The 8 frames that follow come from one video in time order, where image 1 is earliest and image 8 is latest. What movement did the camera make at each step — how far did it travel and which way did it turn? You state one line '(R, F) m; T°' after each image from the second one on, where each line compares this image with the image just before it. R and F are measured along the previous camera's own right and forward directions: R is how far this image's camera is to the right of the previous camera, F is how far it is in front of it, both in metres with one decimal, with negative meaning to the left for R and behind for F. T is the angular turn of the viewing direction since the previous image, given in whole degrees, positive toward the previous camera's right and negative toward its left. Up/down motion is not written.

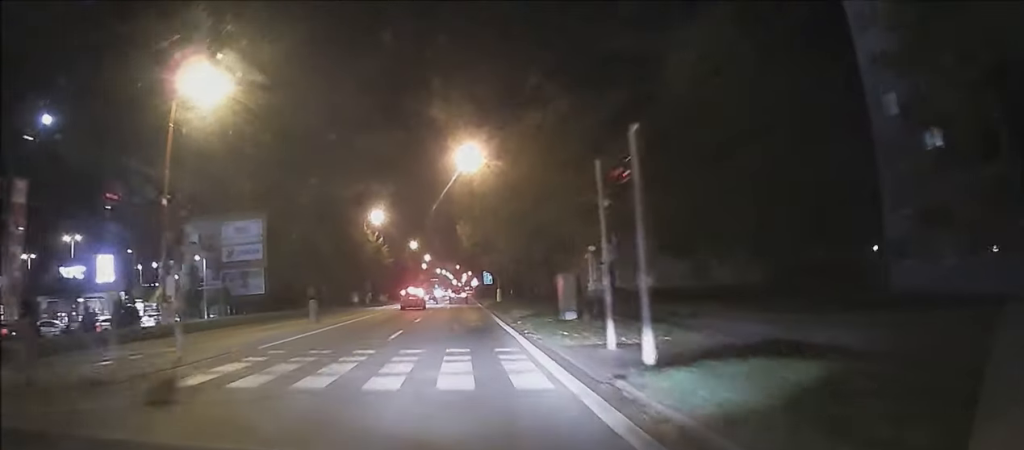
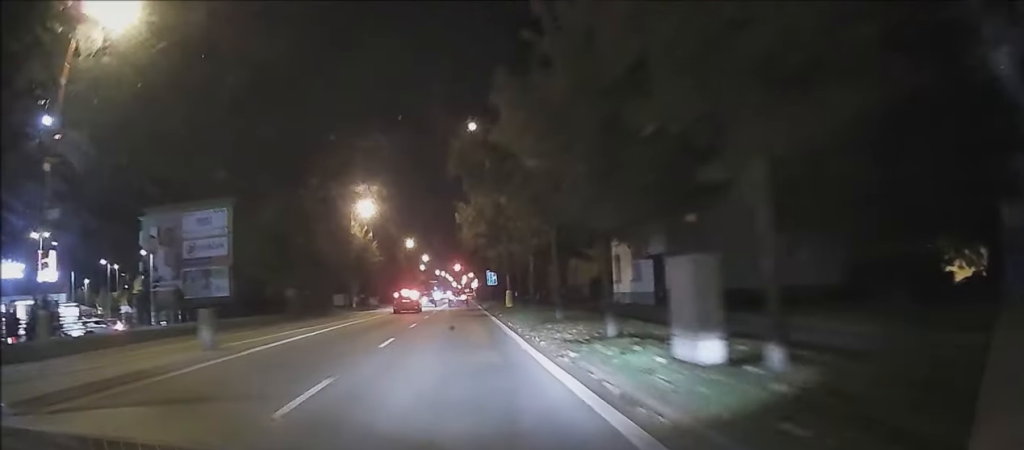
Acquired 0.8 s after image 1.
(0.0, +11.1) m; 0°
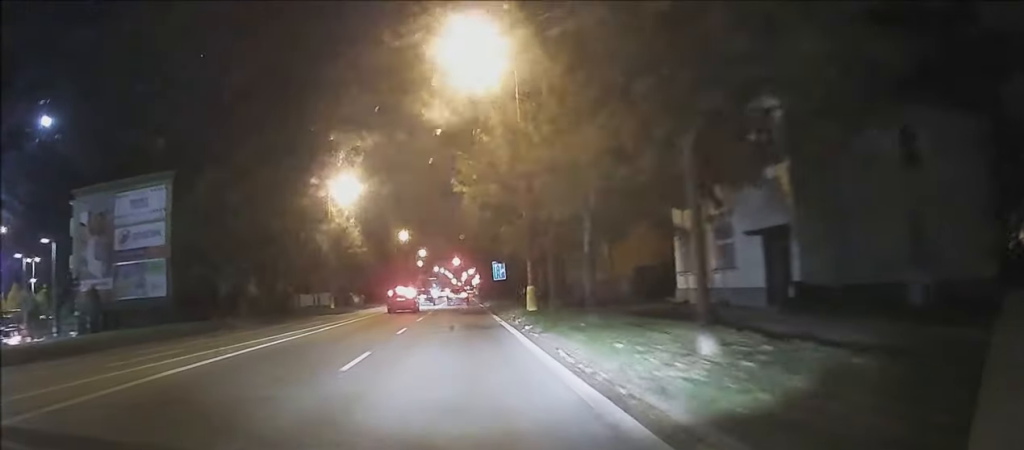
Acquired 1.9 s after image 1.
(0.0, +14.3) m; -2°
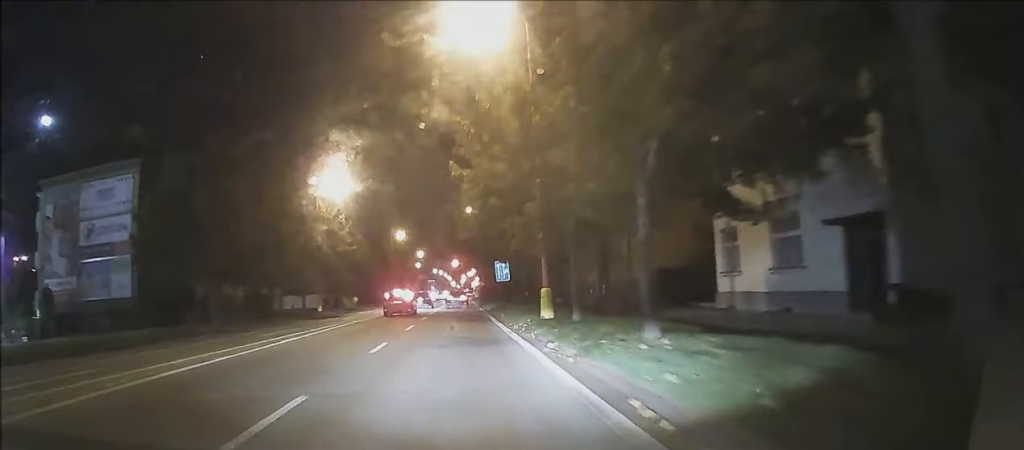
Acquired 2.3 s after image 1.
(+0.2, +5.8) m; -2°
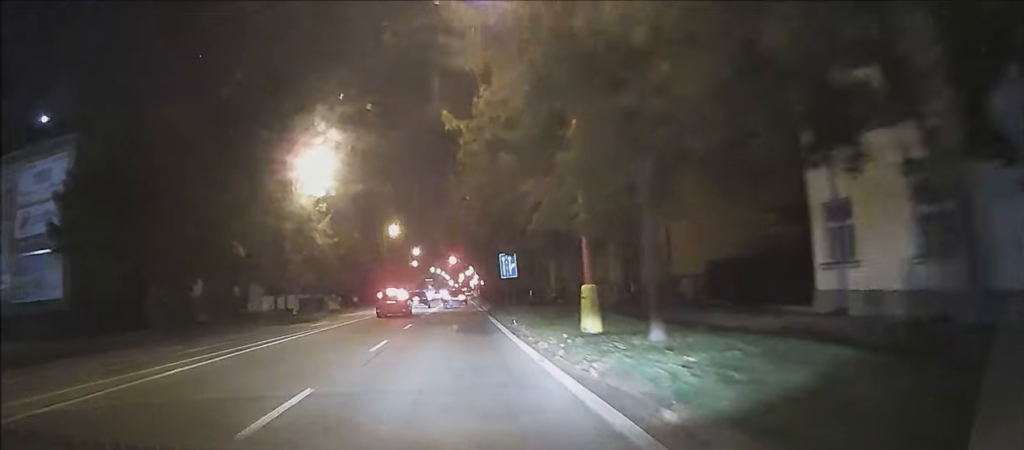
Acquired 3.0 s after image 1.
(-0.6, +8.5) m; 0°
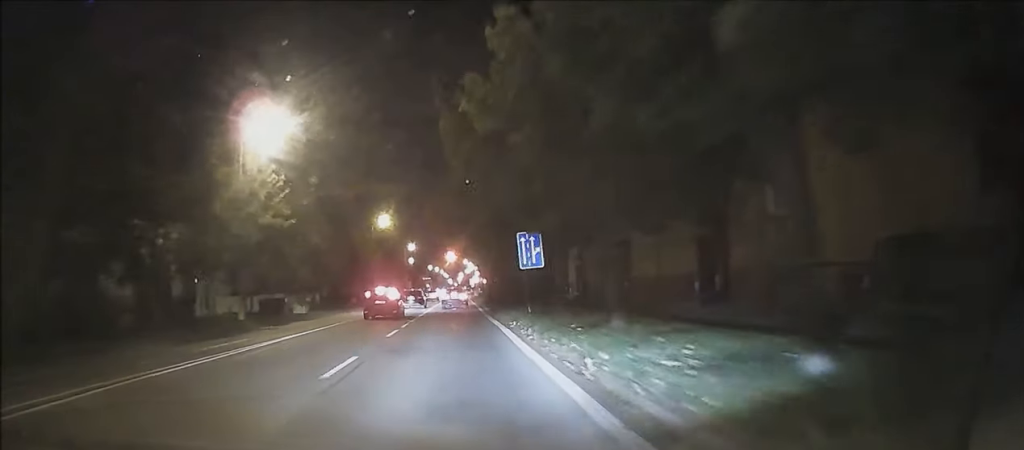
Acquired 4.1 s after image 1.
(+0.3, +13.7) m; +3°
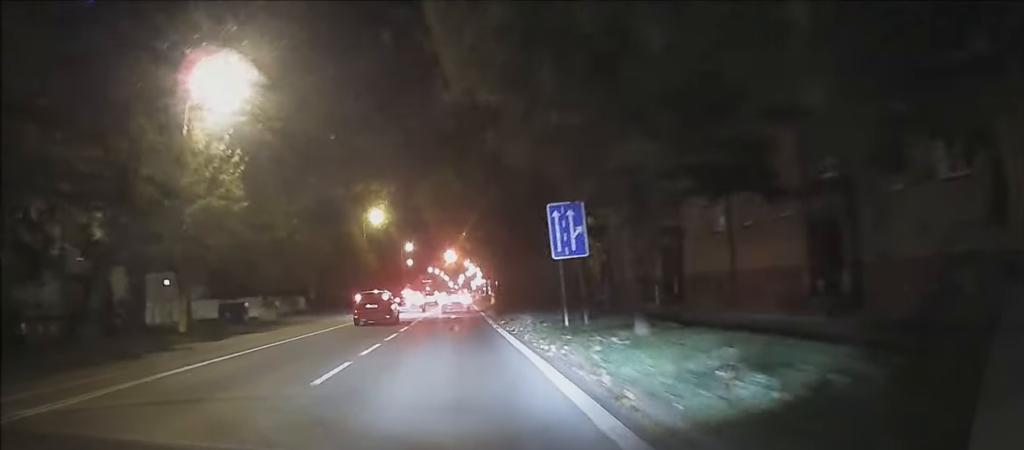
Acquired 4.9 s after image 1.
(+0.2, +9.4) m; +1°
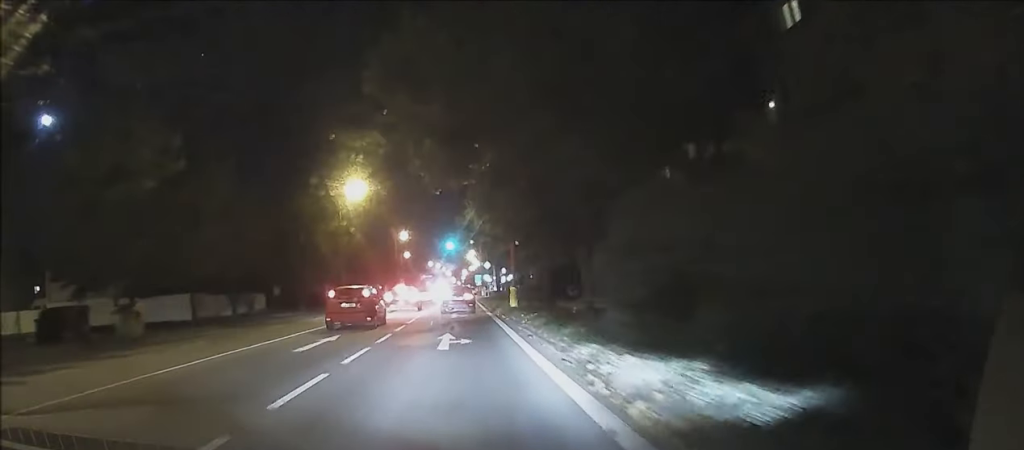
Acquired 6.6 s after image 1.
(0.0, +21.1) m; 0°
